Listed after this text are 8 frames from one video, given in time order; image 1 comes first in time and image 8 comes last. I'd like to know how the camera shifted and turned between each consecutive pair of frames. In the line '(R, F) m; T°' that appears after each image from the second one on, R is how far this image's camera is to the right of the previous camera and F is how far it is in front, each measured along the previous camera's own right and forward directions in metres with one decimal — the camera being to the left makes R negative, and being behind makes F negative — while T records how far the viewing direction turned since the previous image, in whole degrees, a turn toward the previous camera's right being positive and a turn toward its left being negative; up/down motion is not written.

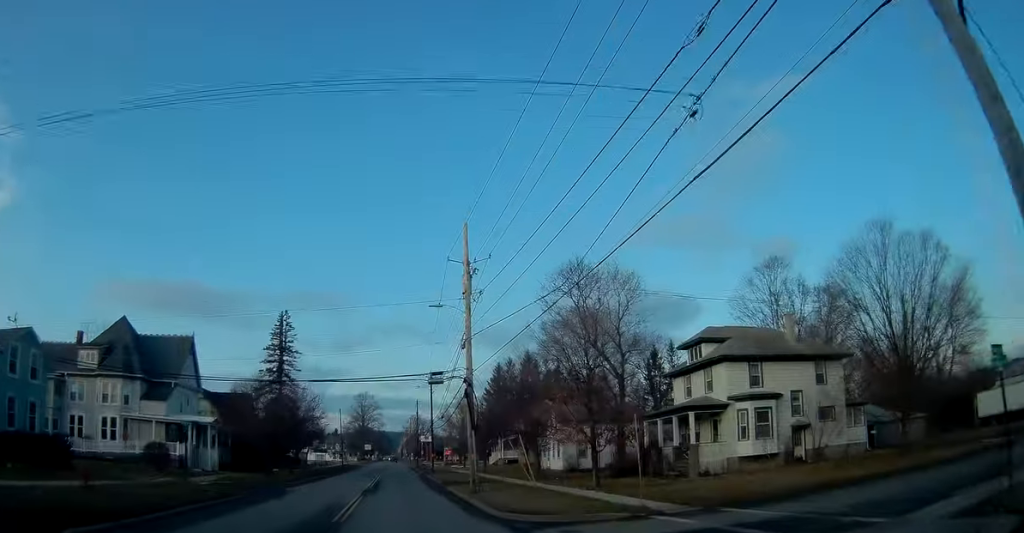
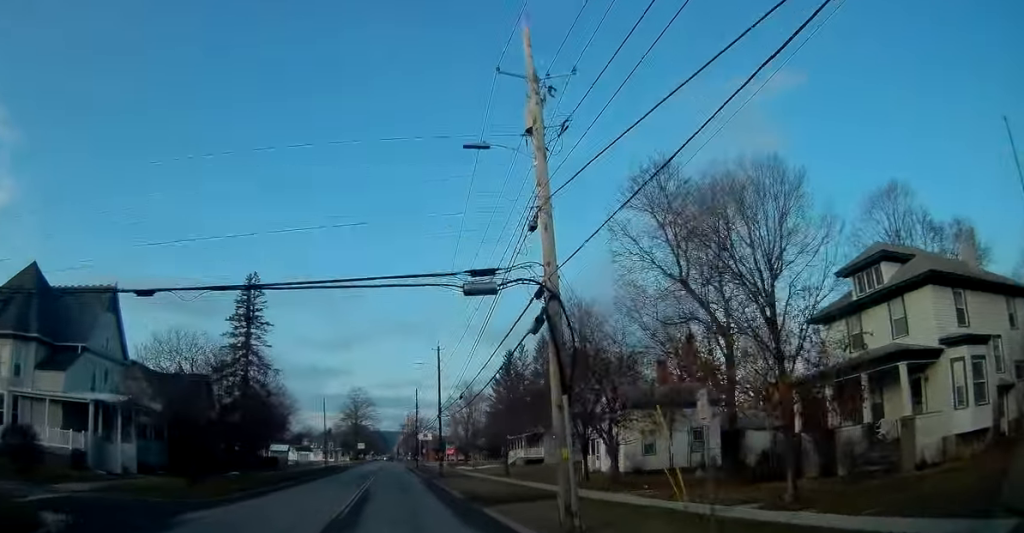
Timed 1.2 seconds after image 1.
(-0.1, +16.4) m; +1°
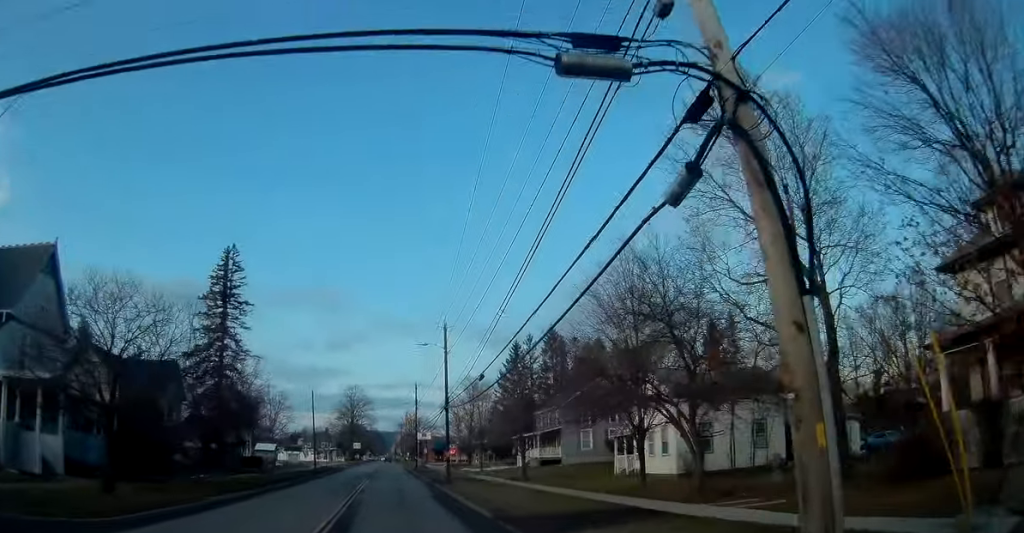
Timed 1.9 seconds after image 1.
(+0.1, +8.5) m; +1°
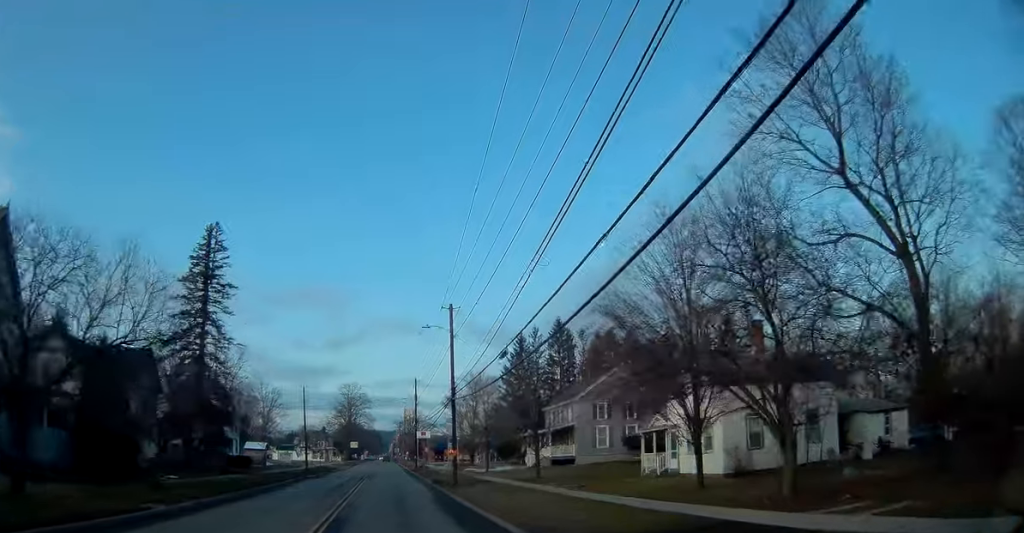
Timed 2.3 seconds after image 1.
(0.0, +5.3) m; 0°
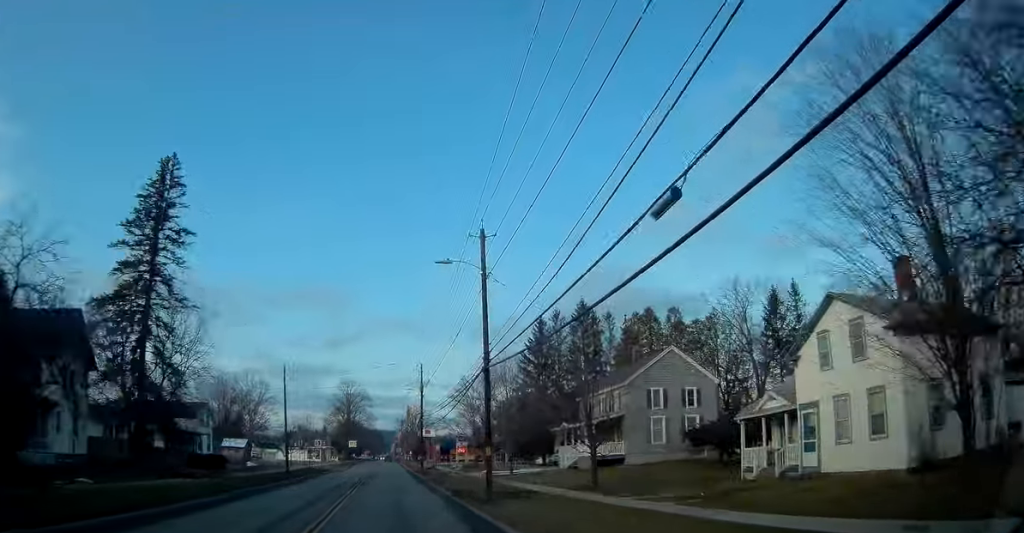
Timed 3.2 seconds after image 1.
(0.0, +12.0) m; 0°
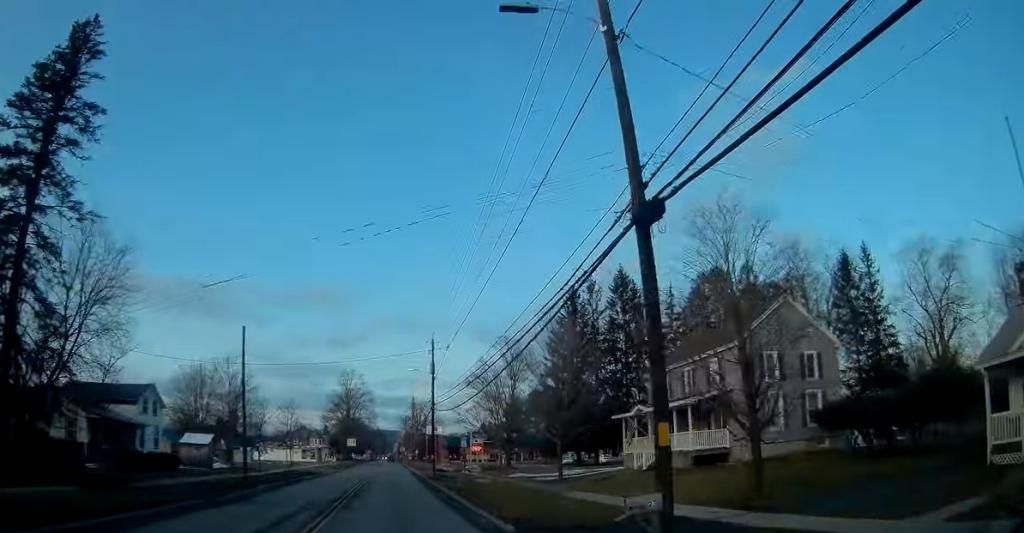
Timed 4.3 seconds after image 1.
(-0.1, +14.7) m; -1°
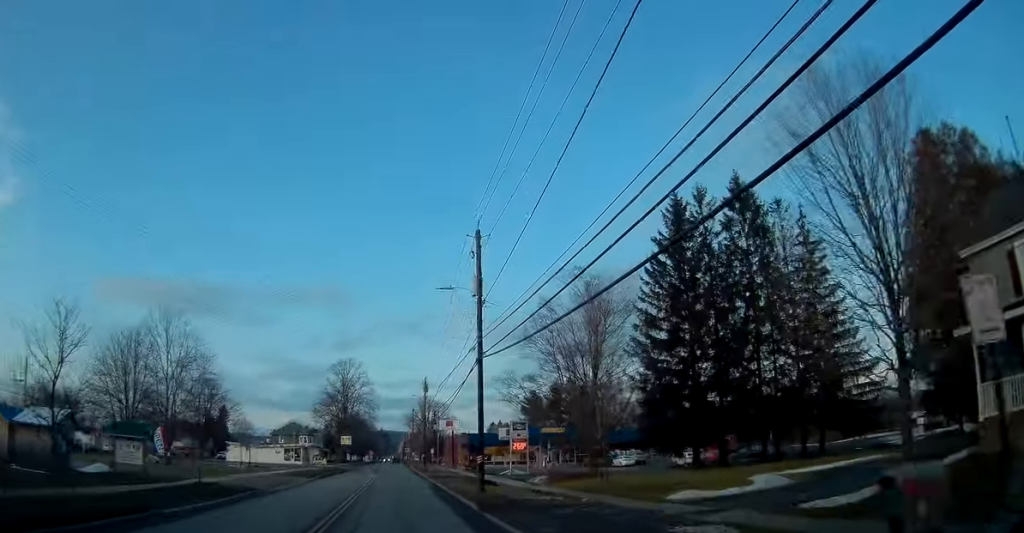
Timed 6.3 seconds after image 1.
(-0.3, +27.2) m; 0°
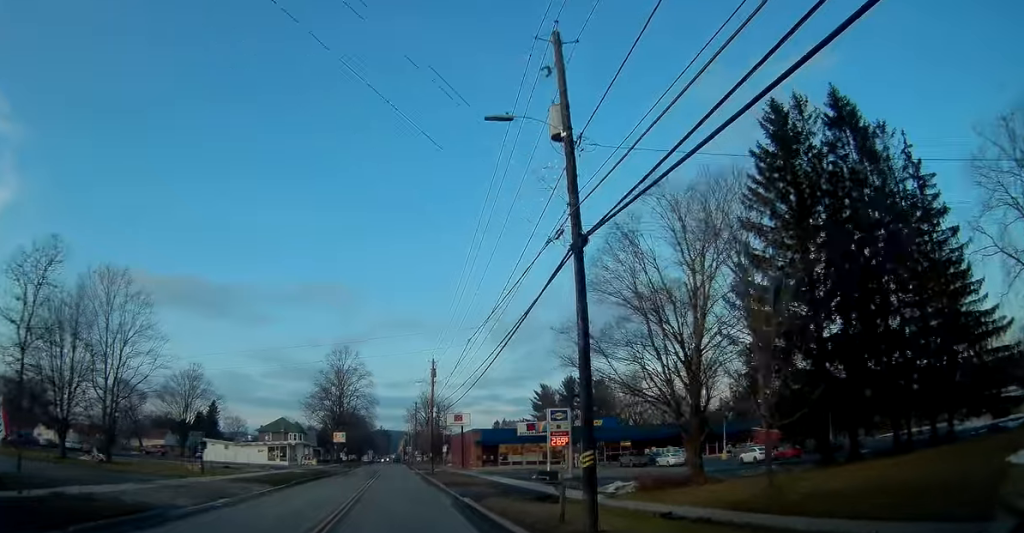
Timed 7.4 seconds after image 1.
(0.0, +14.7) m; 0°
